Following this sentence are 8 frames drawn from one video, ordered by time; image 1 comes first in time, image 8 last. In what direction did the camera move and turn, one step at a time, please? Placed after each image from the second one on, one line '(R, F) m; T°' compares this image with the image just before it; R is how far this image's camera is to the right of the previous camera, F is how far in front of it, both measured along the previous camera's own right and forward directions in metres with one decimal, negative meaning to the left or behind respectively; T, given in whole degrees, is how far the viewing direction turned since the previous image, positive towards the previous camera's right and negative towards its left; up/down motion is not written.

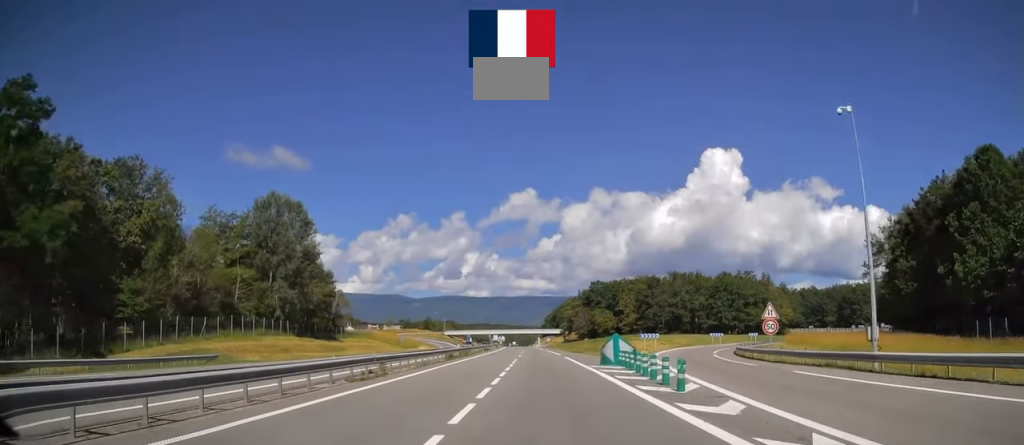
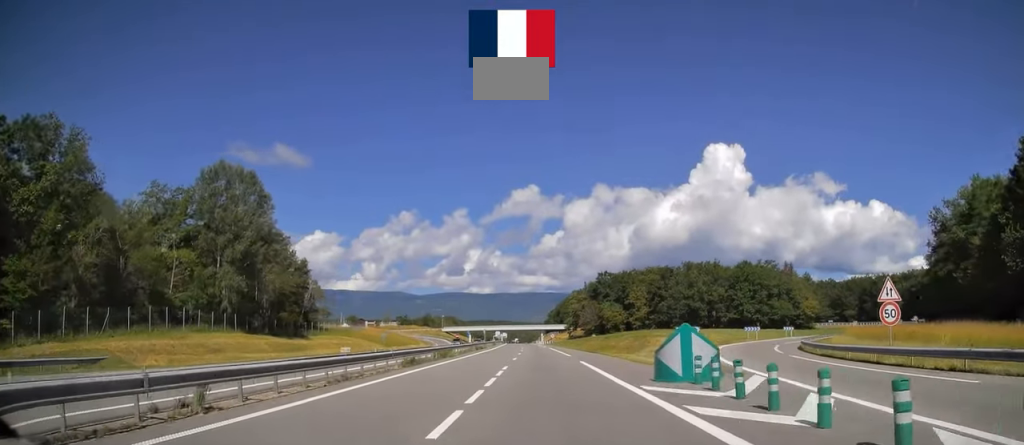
(-0.2, +14.5) m; 0°
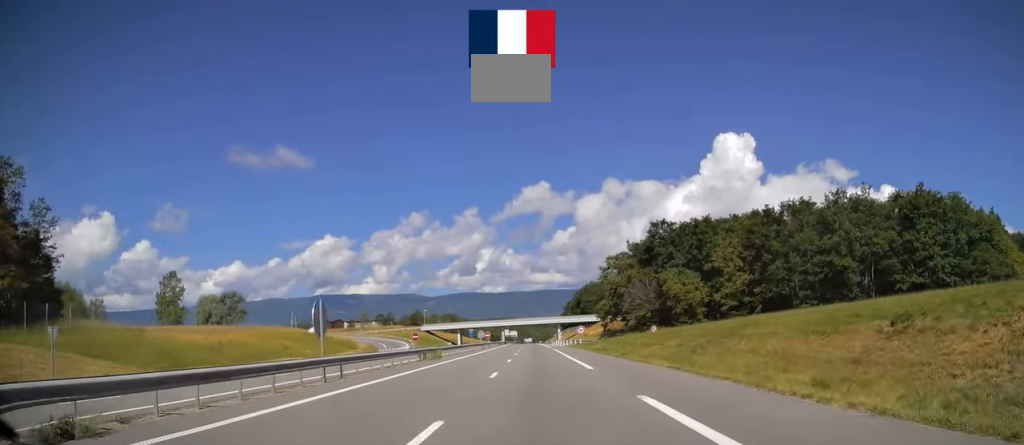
(-1.0, +69.3) m; -2°
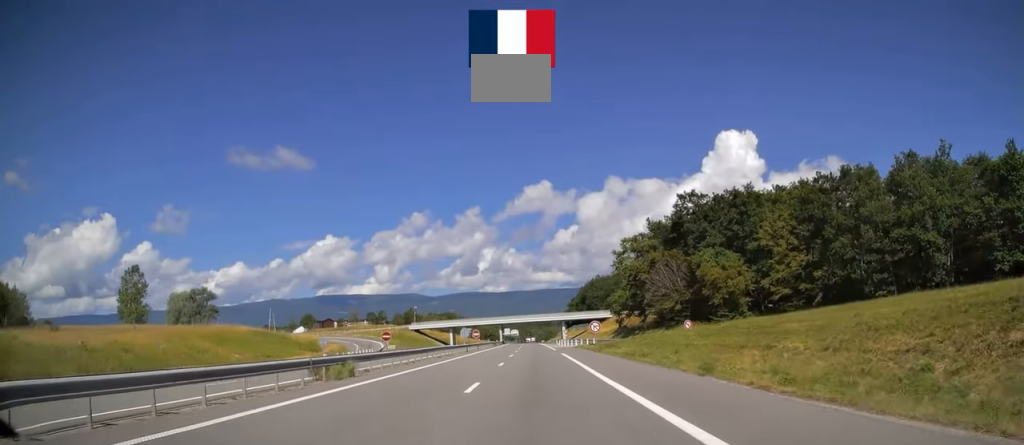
(-0.1, +19.3) m; 0°
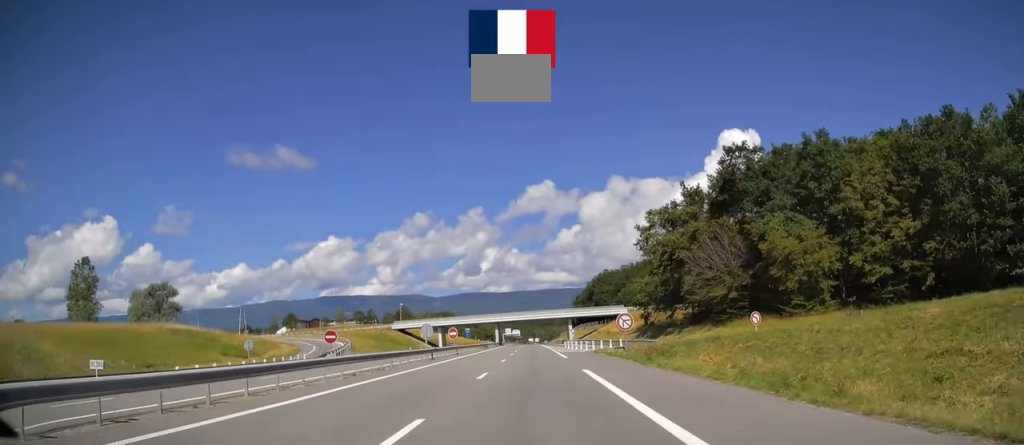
(0.0, +21.5) m; 0°
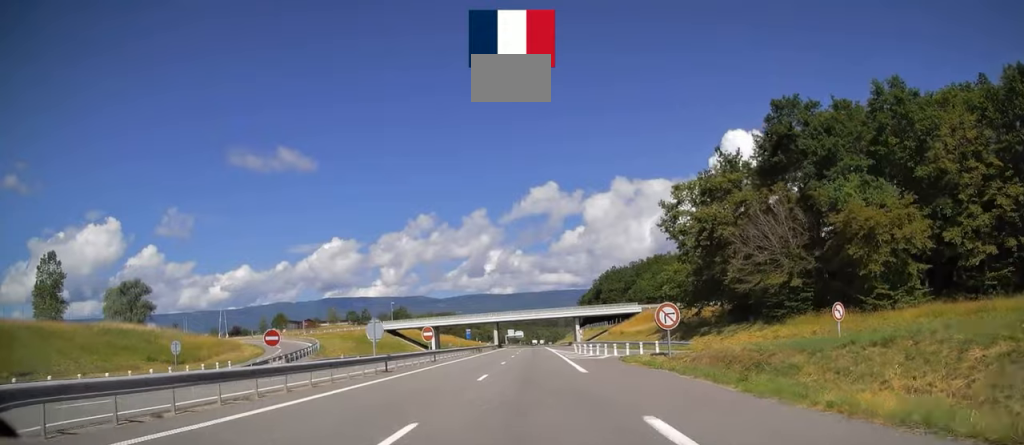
(0.0, +13.5) m; 0°
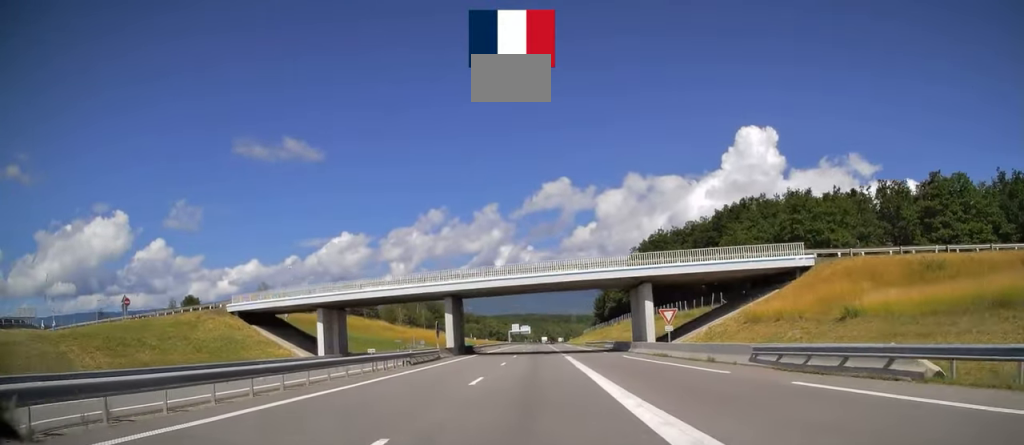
(-0.5, +68.3) m; 0°
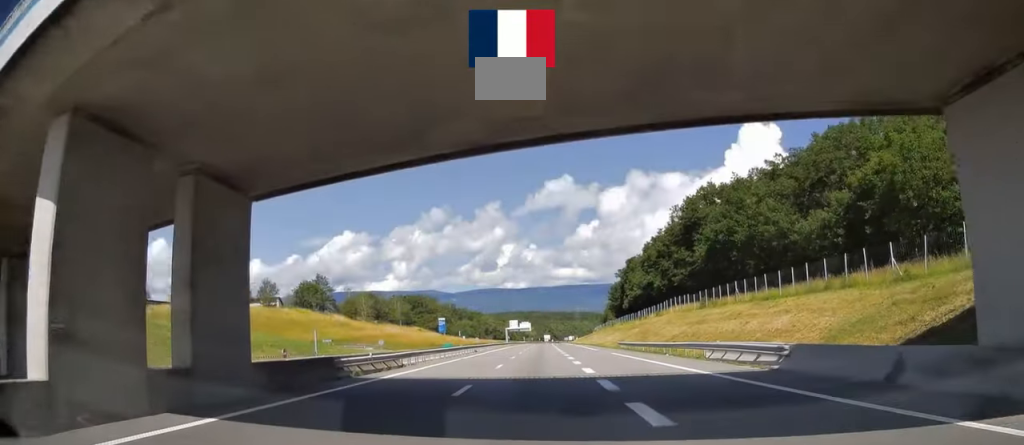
(-0.2, +43.0) m; -1°
